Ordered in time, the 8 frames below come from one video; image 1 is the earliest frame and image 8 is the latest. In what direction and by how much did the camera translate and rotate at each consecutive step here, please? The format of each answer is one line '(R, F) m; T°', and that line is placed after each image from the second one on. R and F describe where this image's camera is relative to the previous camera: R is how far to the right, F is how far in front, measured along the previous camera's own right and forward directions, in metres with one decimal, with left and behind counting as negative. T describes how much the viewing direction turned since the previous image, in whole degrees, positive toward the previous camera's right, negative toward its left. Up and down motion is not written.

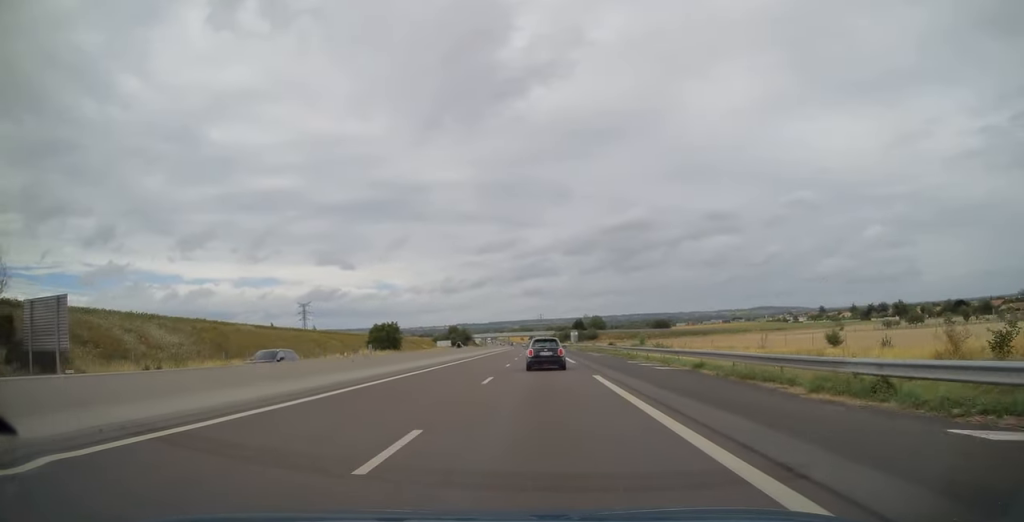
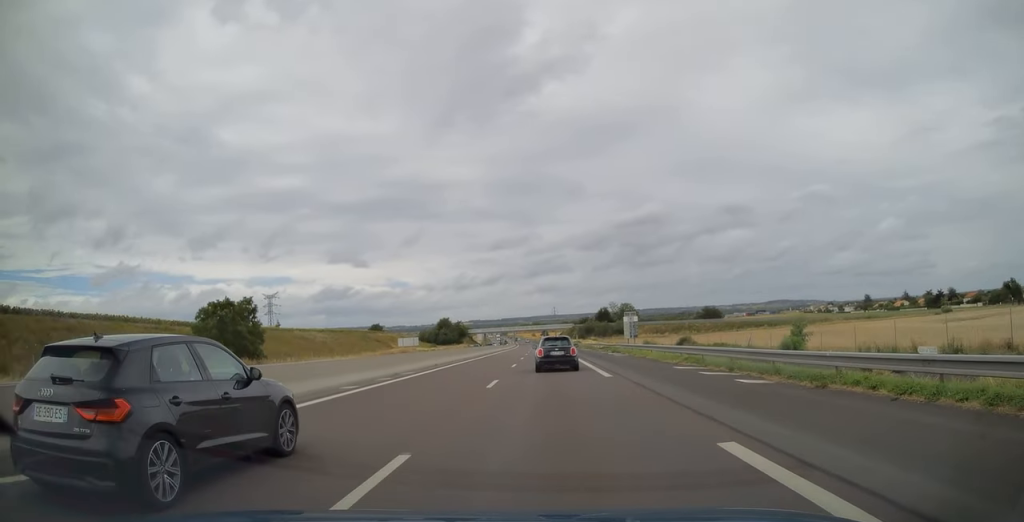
(-0.6, +66.3) m; -1°
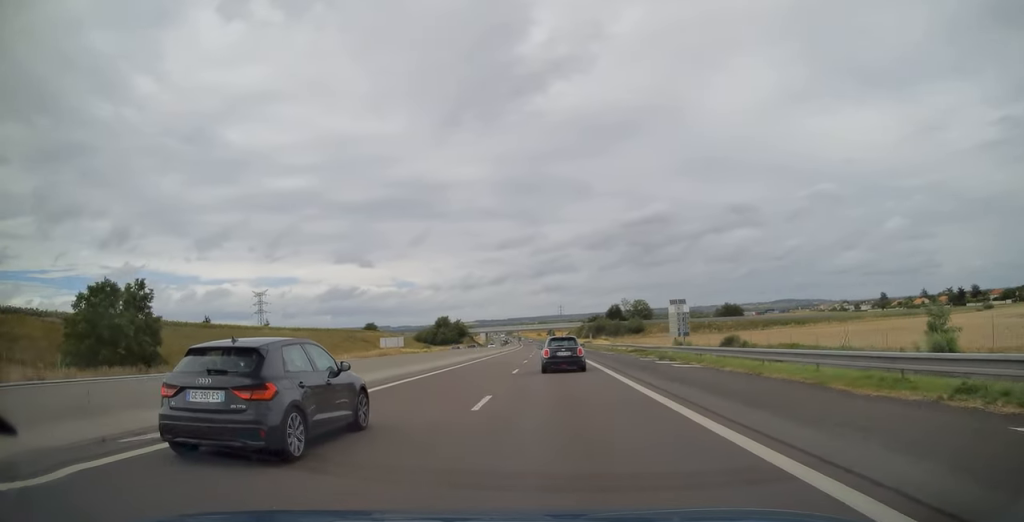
(0.0, +18.2) m; 0°
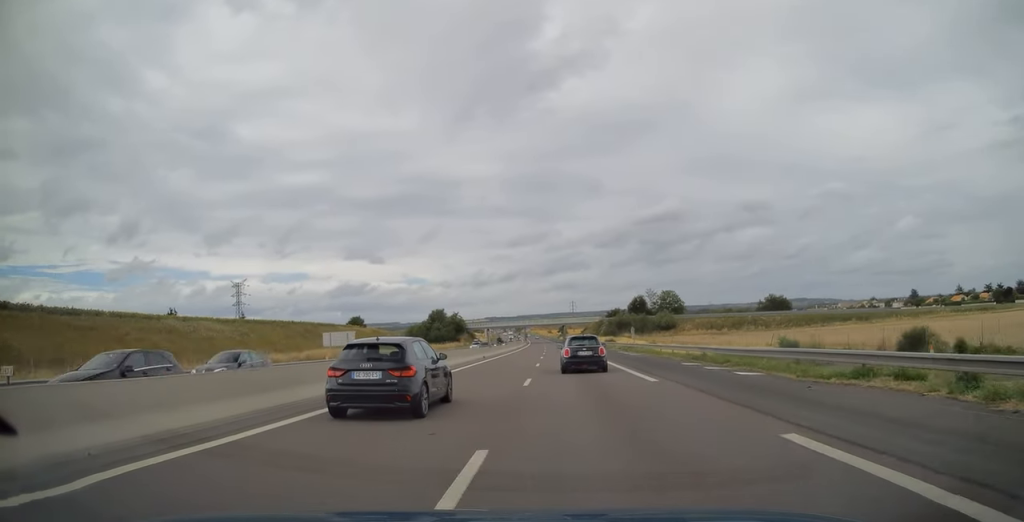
(-0.2, +32.7) m; -1°
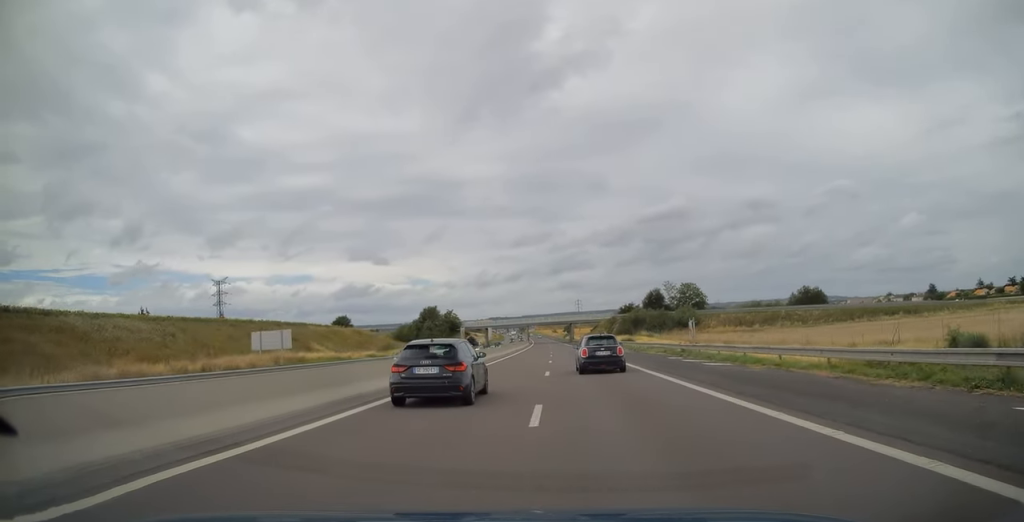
(-0.1, +20.5) m; -1°
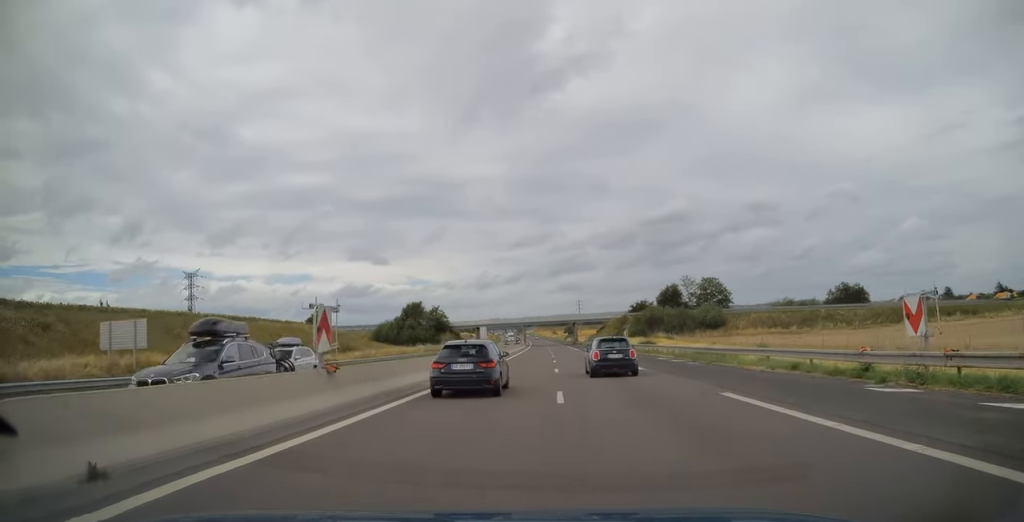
(-0.1, +21.7) m; 0°
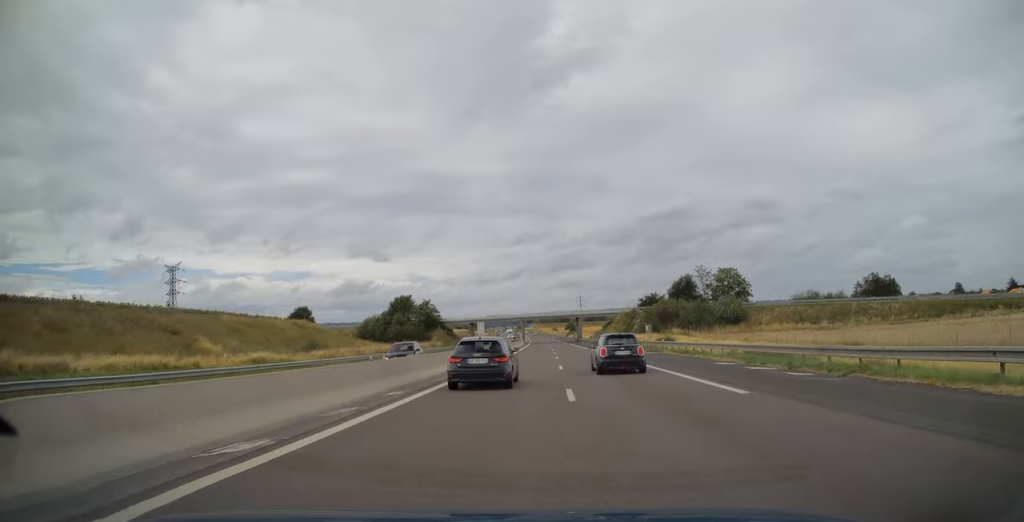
(-0.1, +13.1) m; 0°
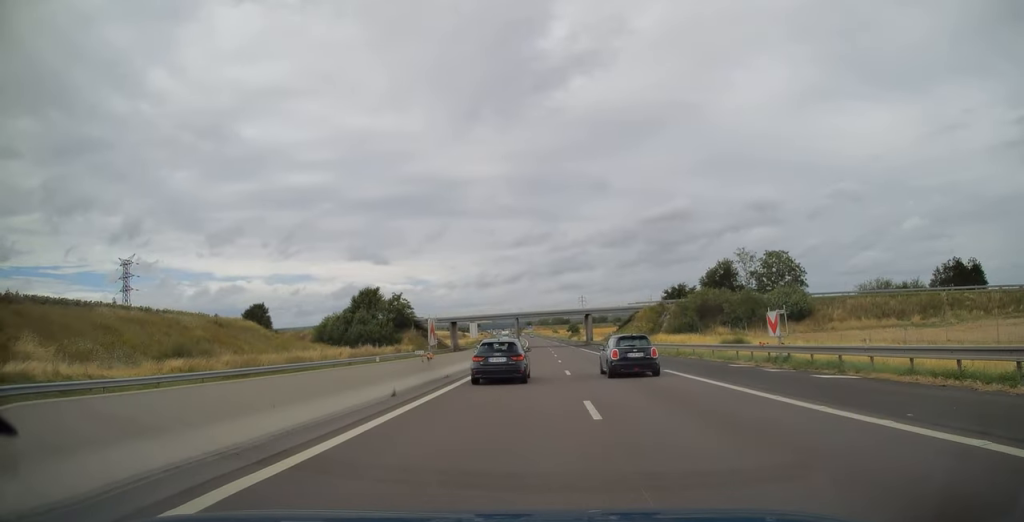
(0.0, +28.0) m; 0°
